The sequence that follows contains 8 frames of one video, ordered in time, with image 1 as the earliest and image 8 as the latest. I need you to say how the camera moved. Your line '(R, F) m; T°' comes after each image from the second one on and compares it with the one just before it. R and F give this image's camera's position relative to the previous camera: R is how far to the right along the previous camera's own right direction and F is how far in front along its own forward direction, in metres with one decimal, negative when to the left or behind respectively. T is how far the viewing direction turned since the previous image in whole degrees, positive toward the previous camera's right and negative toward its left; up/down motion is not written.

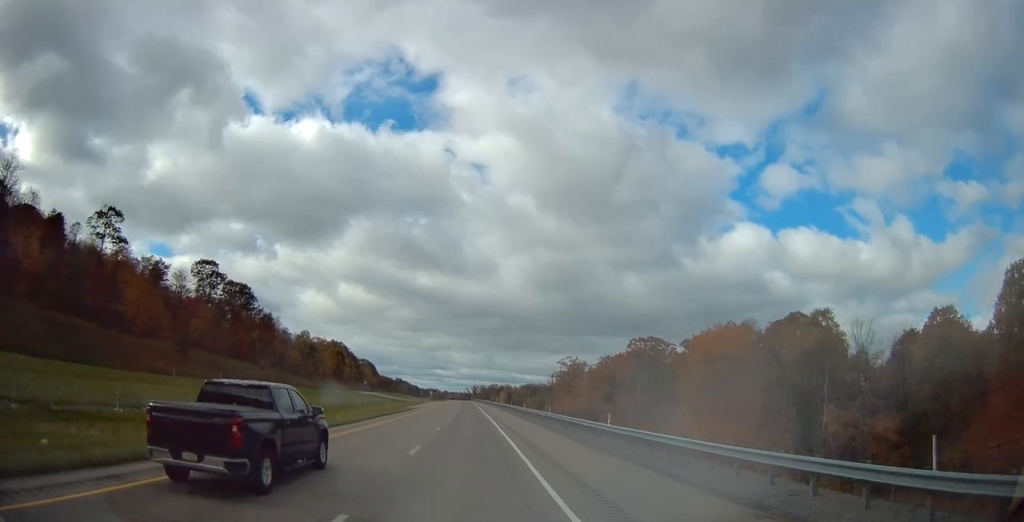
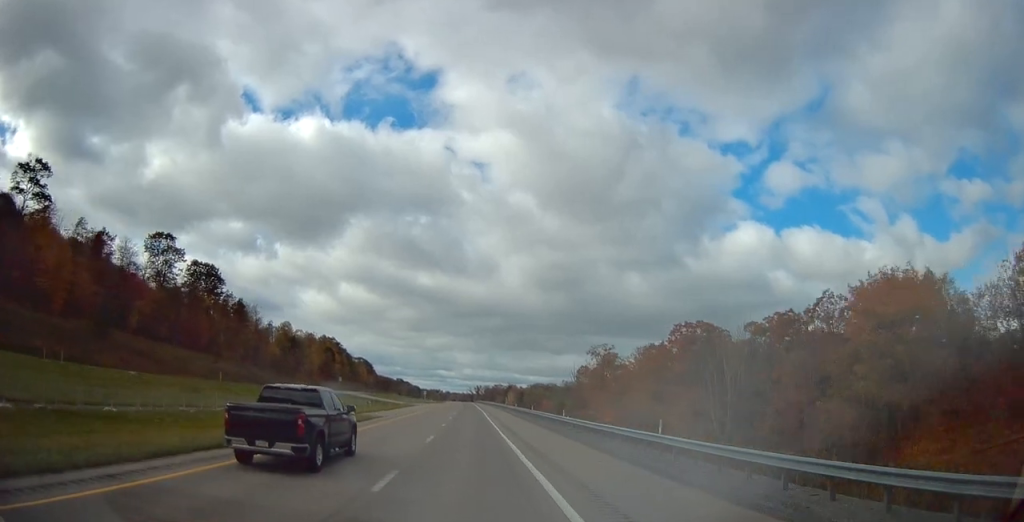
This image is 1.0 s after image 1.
(-0.1, +31.0) m; 0°
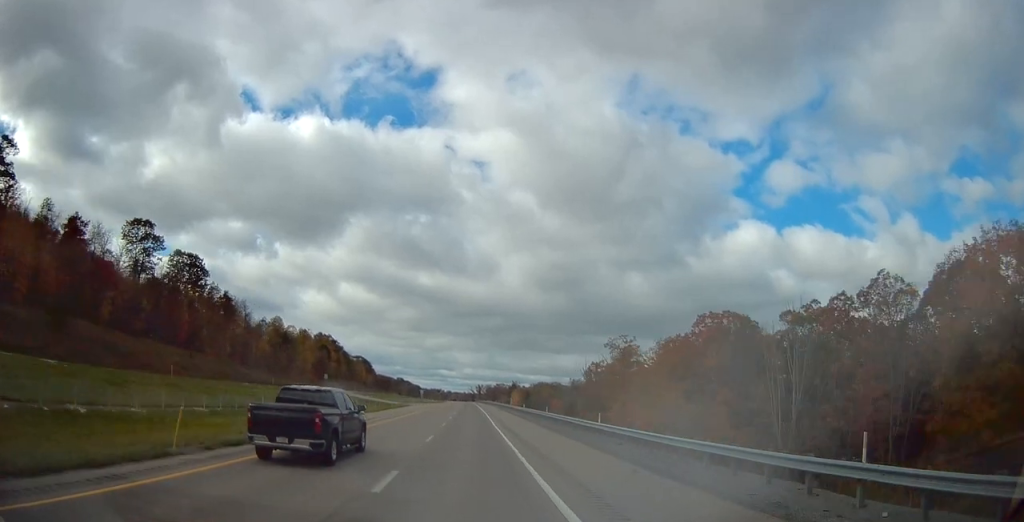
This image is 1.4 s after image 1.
(0.0, +12.4) m; 0°
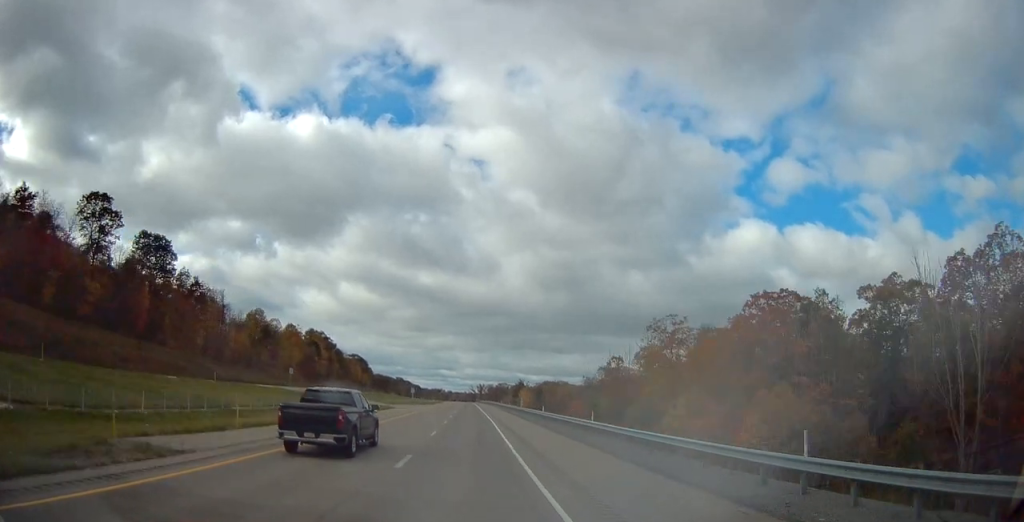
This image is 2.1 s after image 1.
(+0.1, +20.8) m; 0°
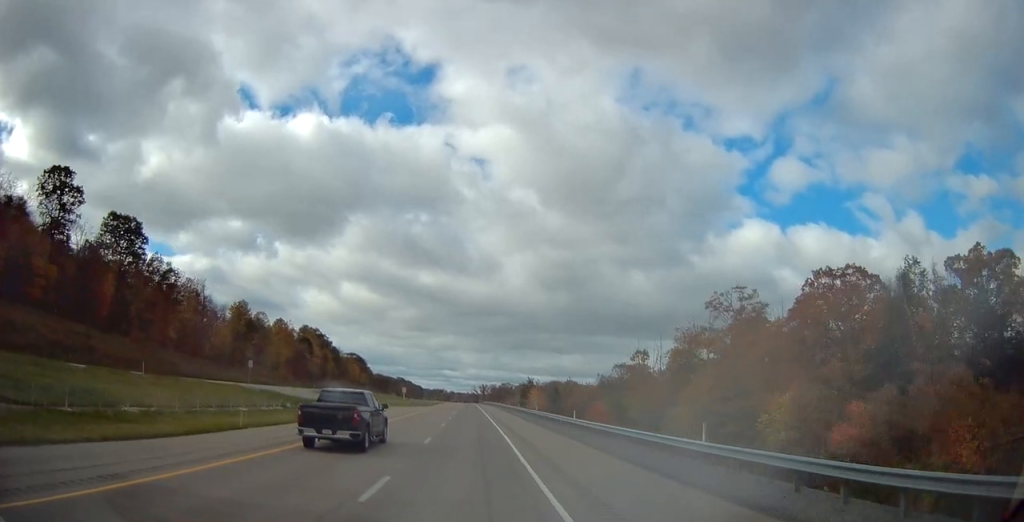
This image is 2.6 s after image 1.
(0.0, +16.7) m; 0°
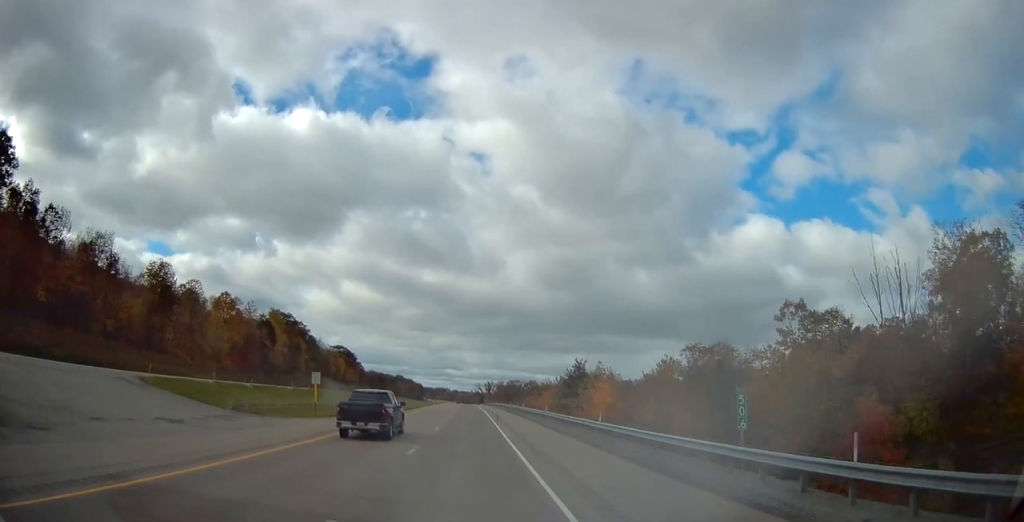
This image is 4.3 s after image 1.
(-0.7, +53.5) m; -1°
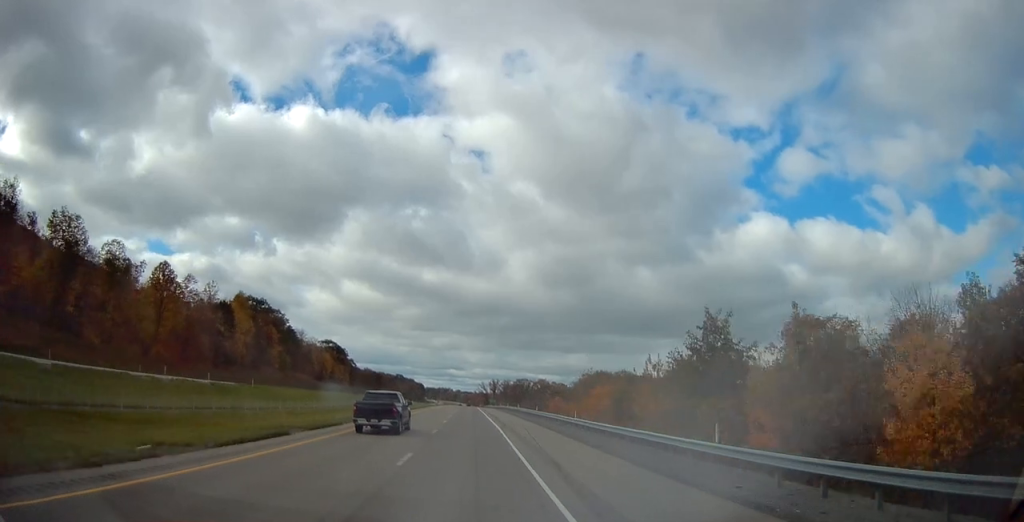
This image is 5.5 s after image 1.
(-0.1, +38.8) m; 0°
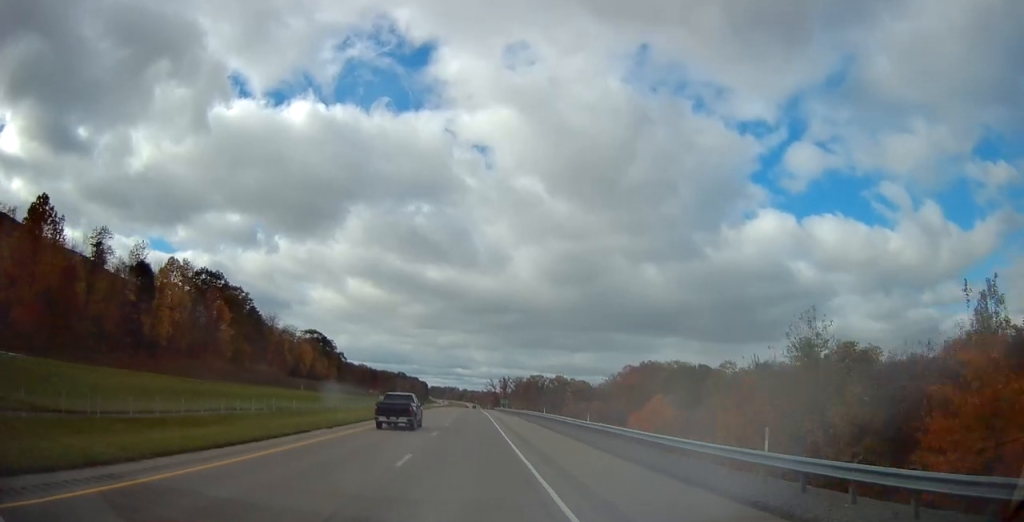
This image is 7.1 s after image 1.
(+0.1, +48.4) m; 0°
